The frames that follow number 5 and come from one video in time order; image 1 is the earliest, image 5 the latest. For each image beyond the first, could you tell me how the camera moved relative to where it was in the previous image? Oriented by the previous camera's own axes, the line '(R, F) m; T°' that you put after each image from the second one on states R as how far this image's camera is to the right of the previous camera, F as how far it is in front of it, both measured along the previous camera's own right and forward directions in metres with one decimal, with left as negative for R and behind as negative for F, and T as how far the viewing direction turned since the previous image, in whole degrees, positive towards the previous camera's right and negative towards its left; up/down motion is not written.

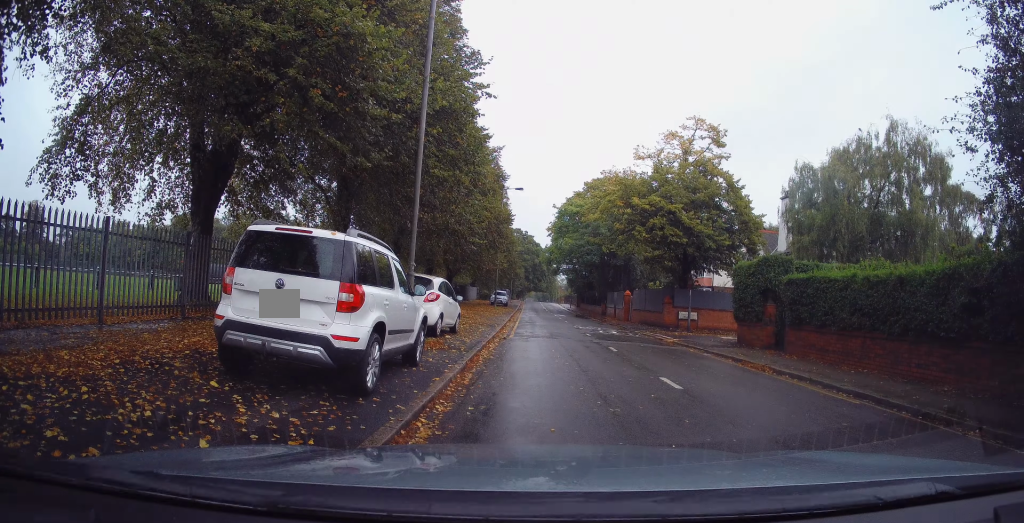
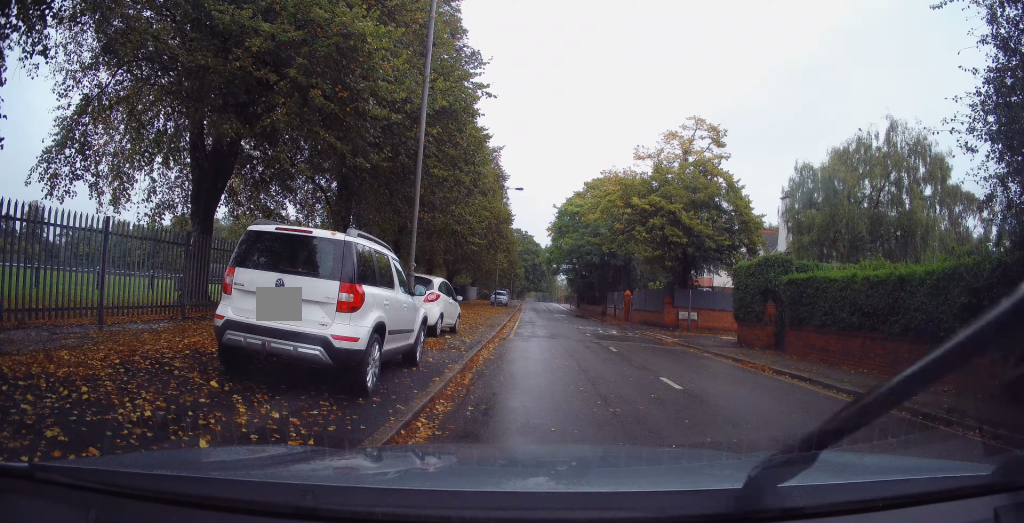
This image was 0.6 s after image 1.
(0.0, 0.0) m; 0°
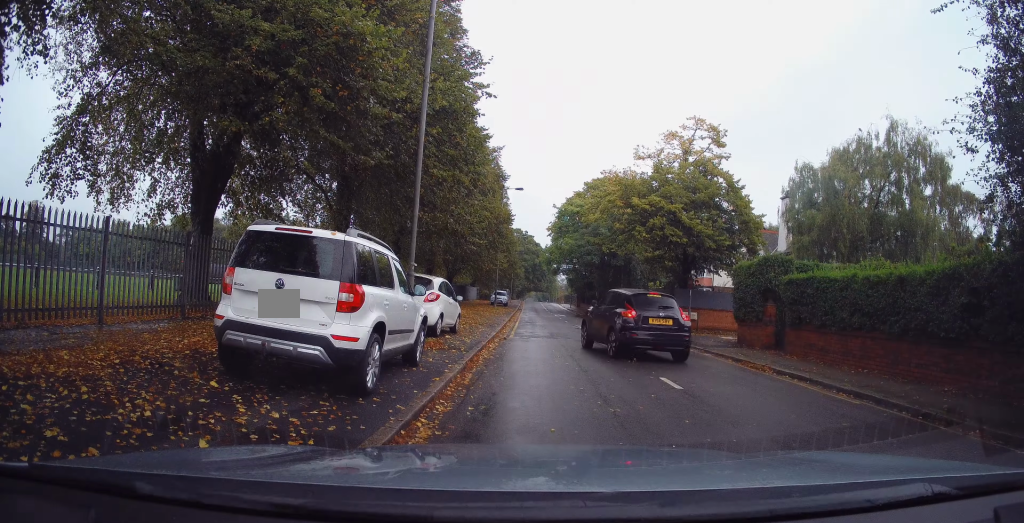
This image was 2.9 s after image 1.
(0.0, 0.0) m; 0°
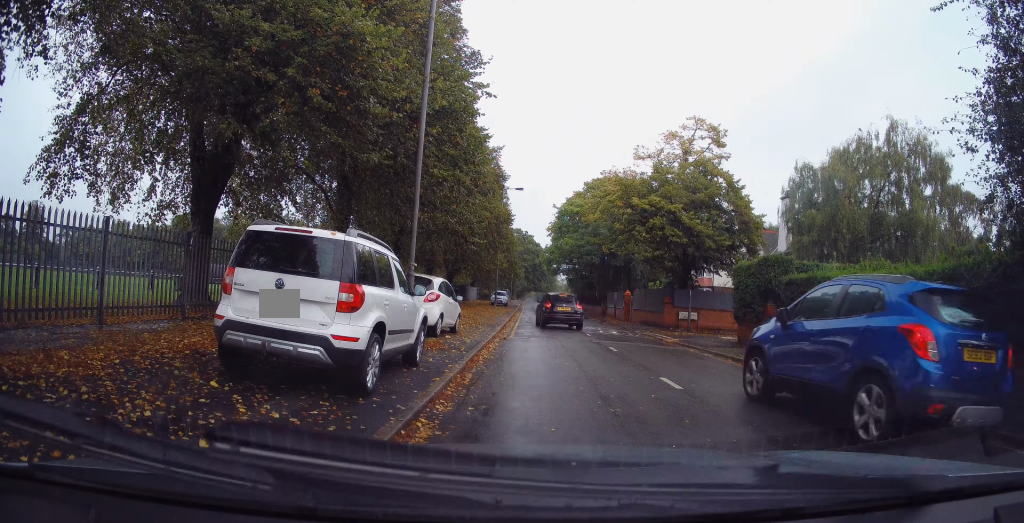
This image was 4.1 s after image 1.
(0.0, 0.0) m; 0°
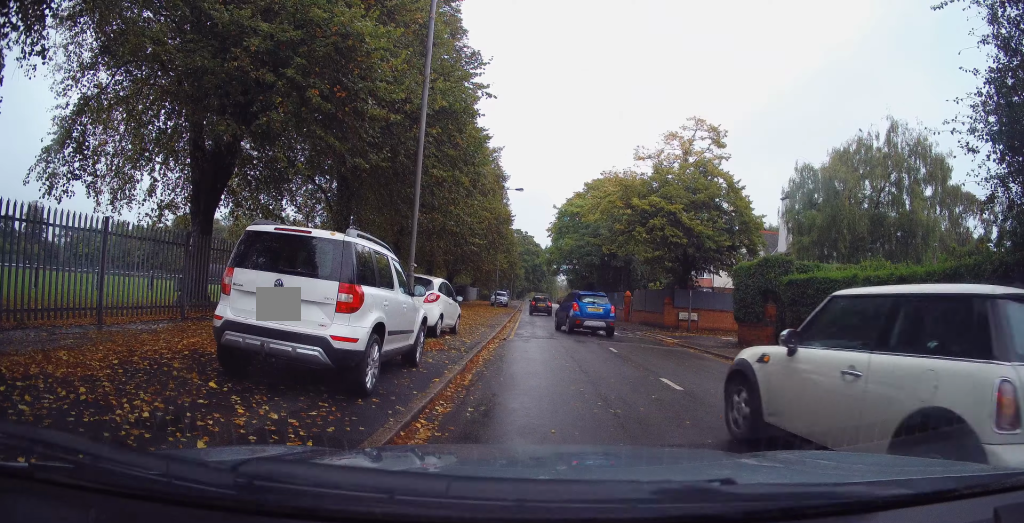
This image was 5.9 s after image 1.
(-0.1, +0.3) m; 0°
